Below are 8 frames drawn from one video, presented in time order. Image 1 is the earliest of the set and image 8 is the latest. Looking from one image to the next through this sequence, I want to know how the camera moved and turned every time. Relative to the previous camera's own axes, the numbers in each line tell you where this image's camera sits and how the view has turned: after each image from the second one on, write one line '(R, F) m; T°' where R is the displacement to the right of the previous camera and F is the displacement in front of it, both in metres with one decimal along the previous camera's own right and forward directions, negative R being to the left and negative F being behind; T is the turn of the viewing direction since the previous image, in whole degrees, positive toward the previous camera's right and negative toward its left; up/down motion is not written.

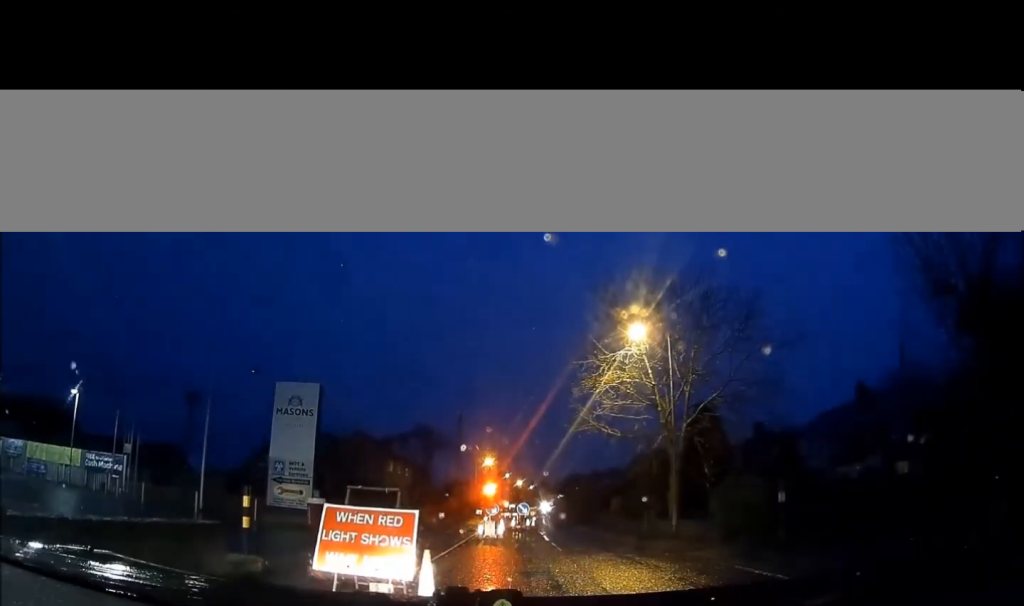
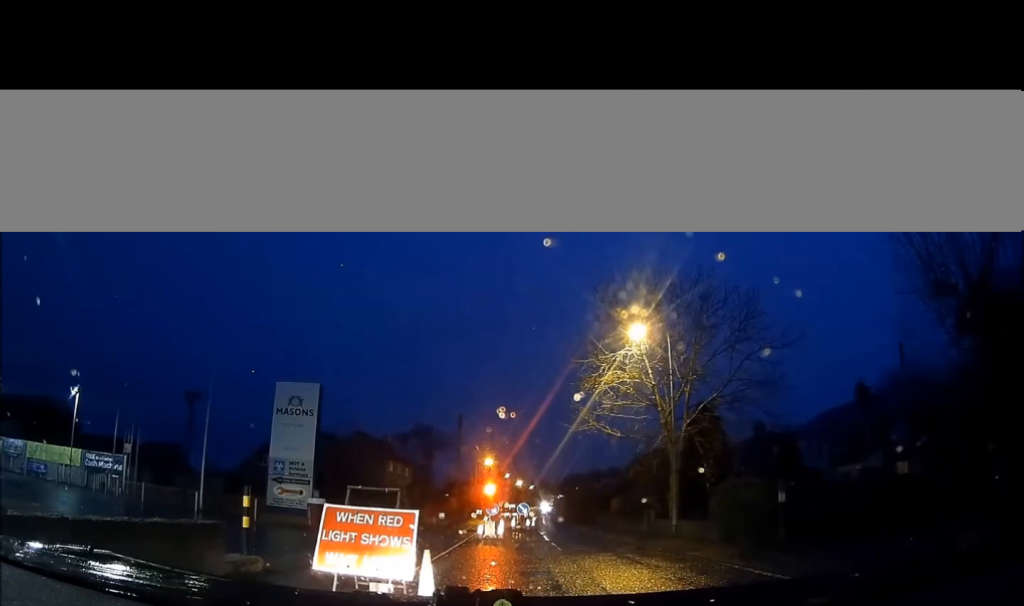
(0.0, 0.0) m; 0°
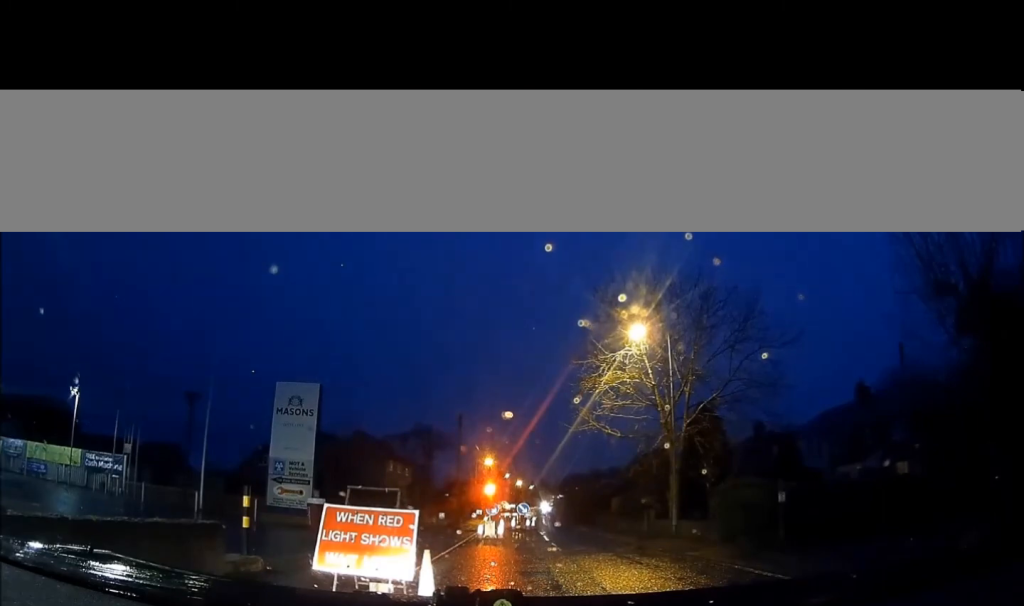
(0.0, 0.0) m; 0°
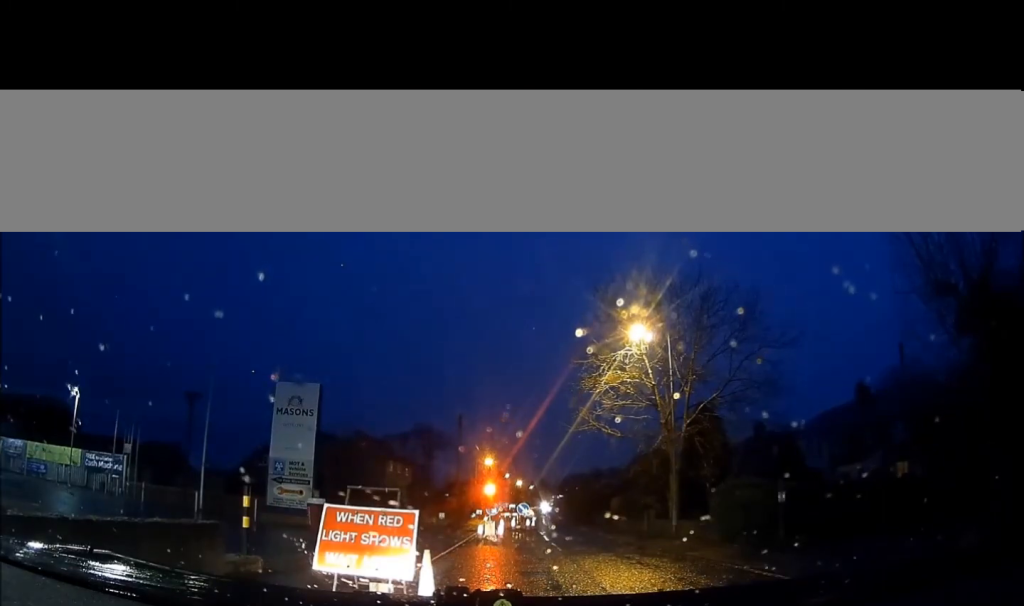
(0.0, 0.0) m; 0°
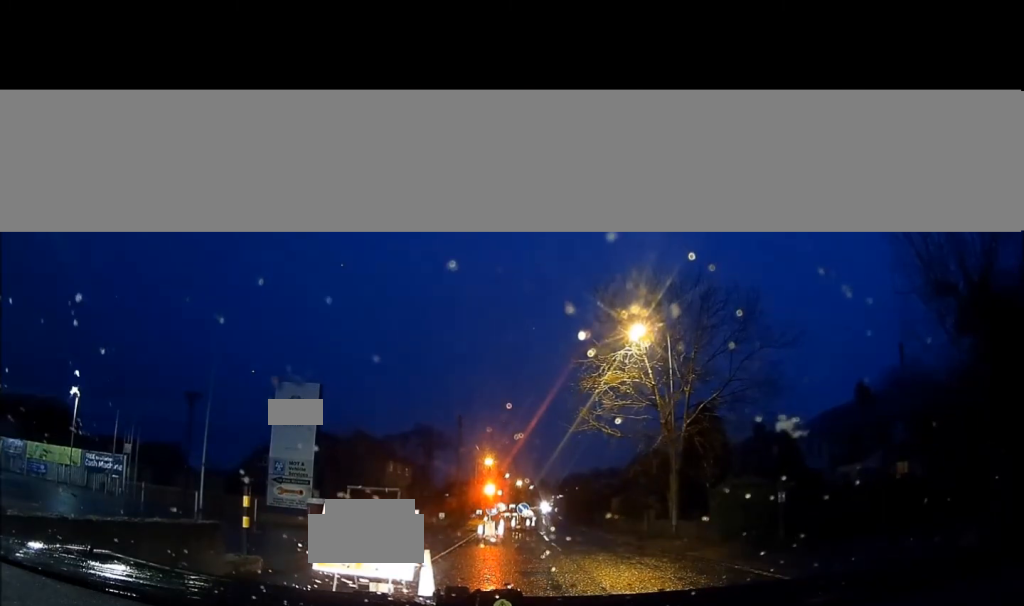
(0.0, 0.0) m; 0°
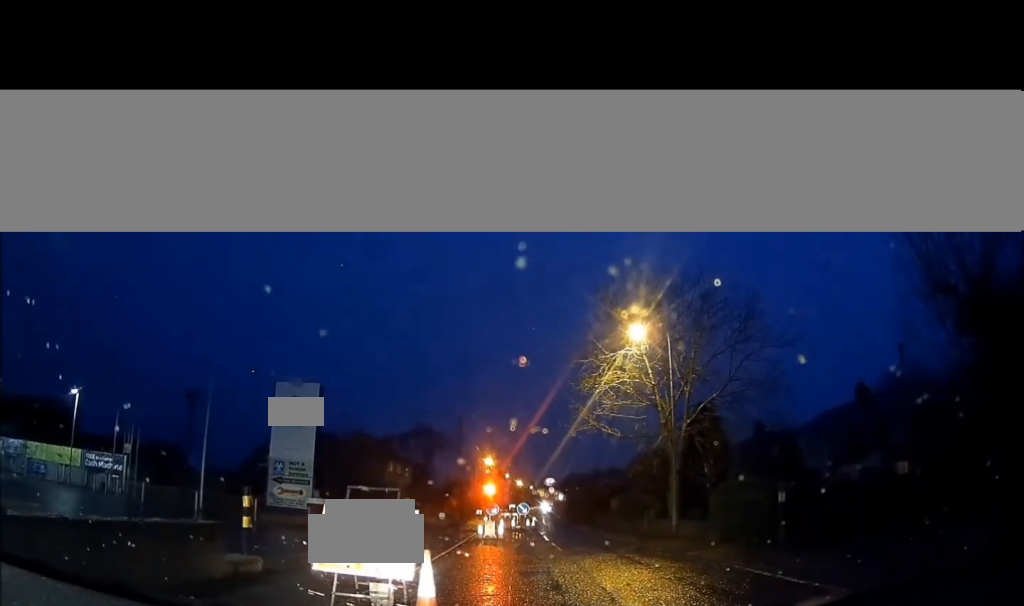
(0.0, 0.0) m; 0°
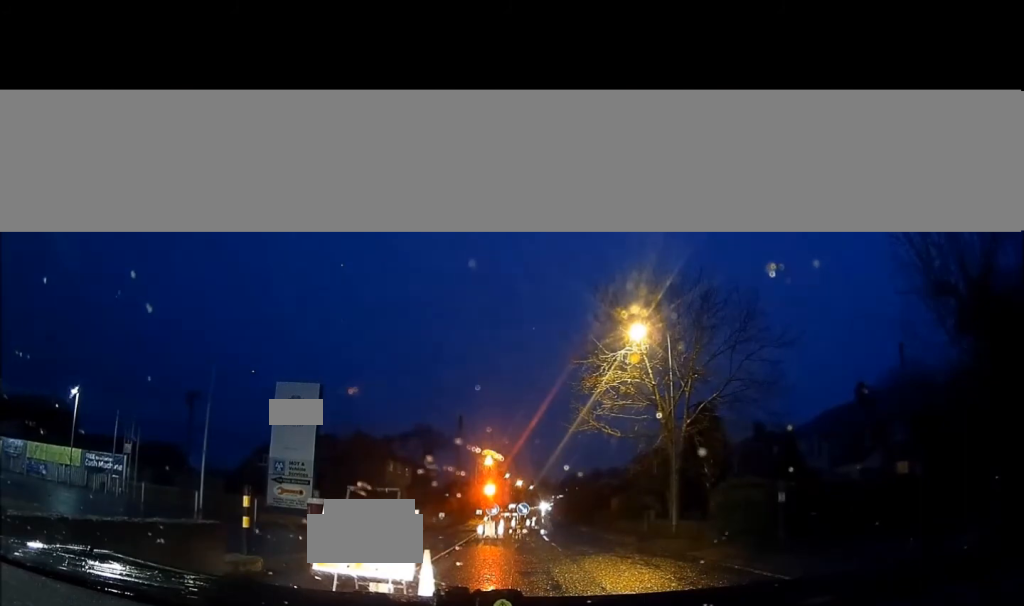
(0.0, 0.0) m; 0°
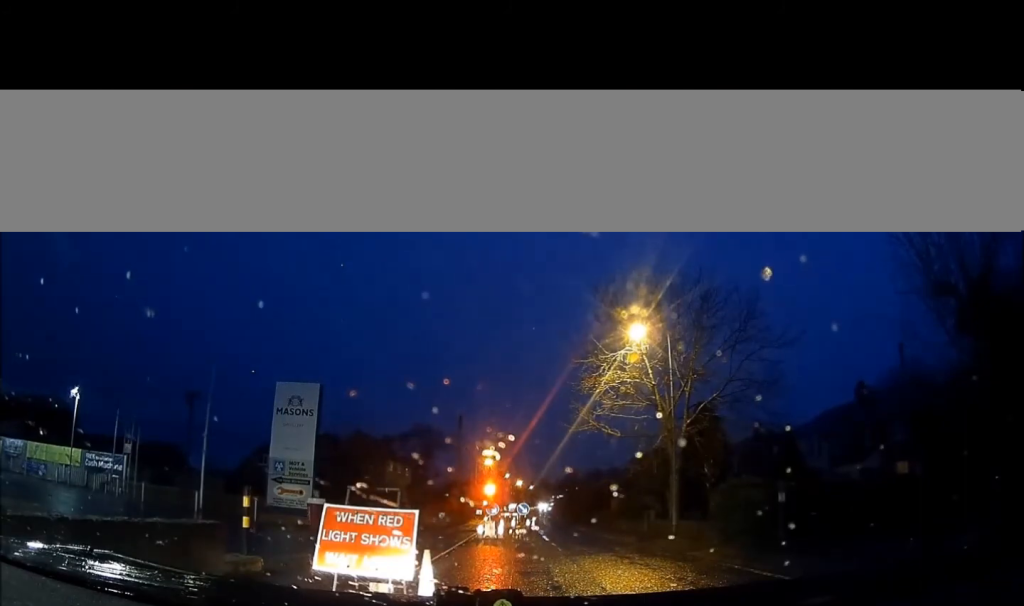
(0.0, 0.0) m; 0°
